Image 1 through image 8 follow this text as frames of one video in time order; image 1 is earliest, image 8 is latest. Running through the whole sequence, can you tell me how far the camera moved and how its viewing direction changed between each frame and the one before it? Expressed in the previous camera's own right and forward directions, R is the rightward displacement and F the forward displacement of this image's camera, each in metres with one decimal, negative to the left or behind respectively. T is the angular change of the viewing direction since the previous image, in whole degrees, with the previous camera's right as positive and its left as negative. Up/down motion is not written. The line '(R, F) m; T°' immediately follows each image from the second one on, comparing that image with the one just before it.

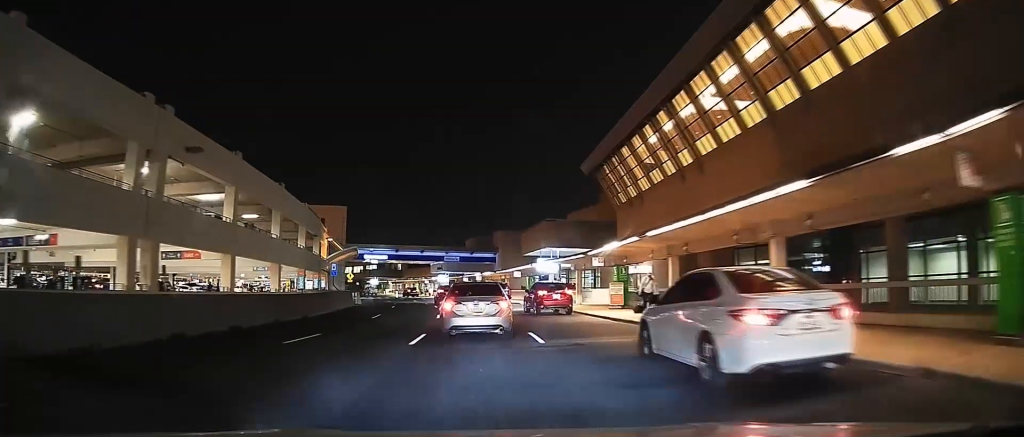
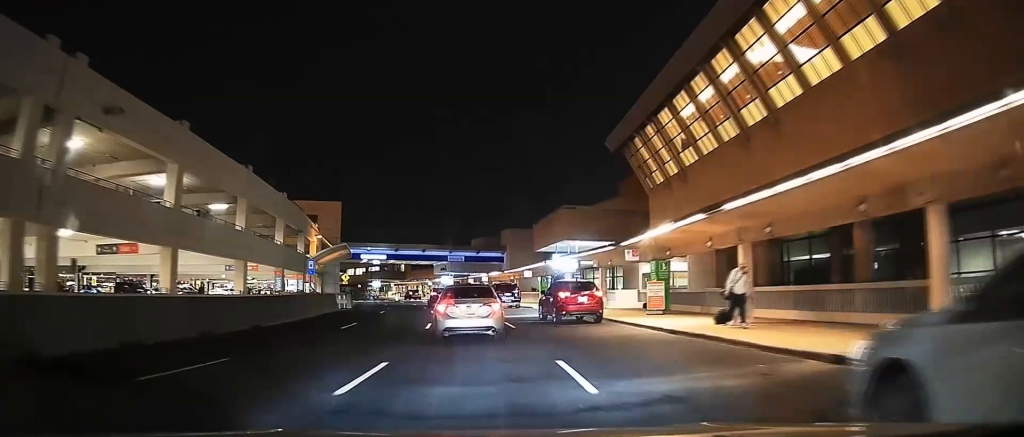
(-0.5, +6.1) m; +2°
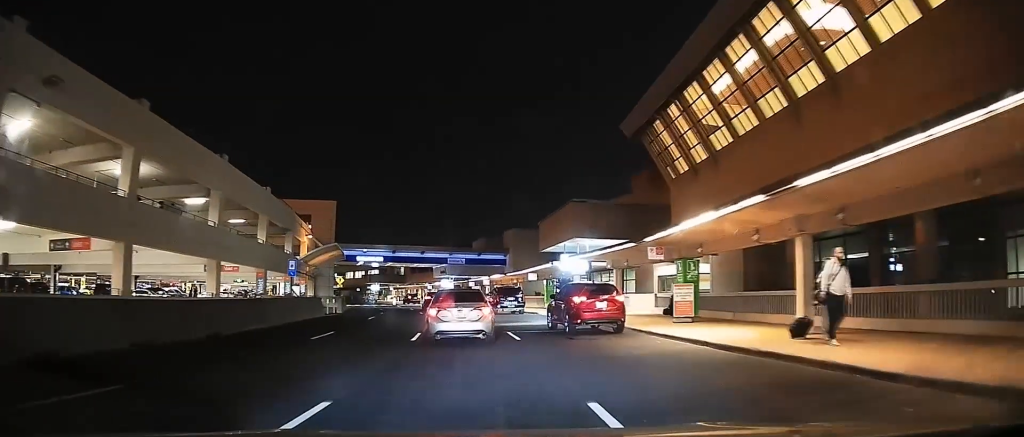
(+0.3, +3.5) m; +6°
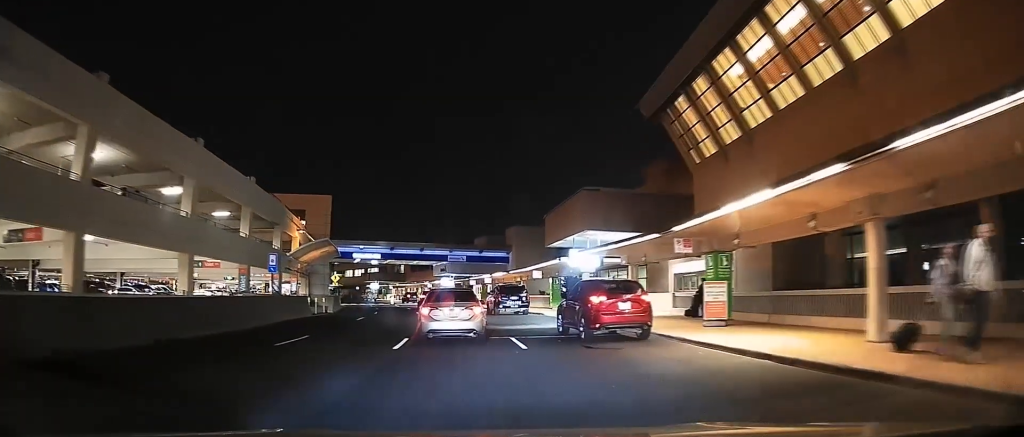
(+0.1, +2.9) m; 0°
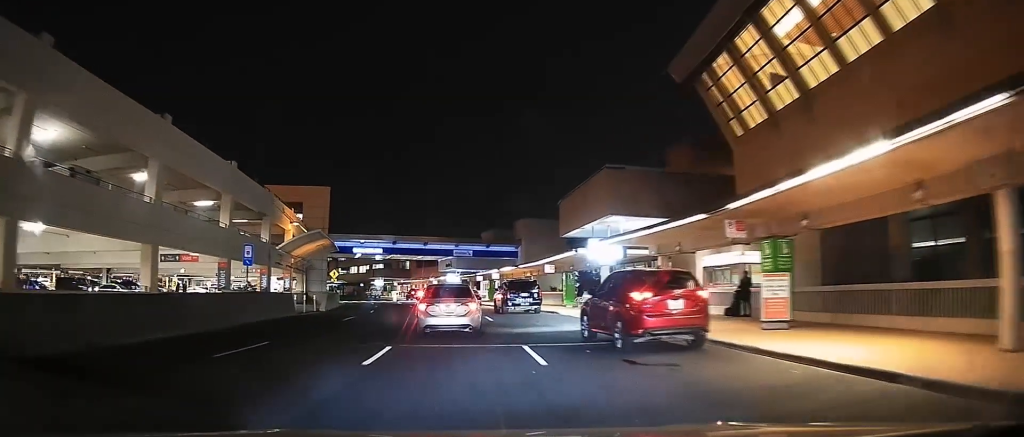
(0.0, +3.6) m; -2°
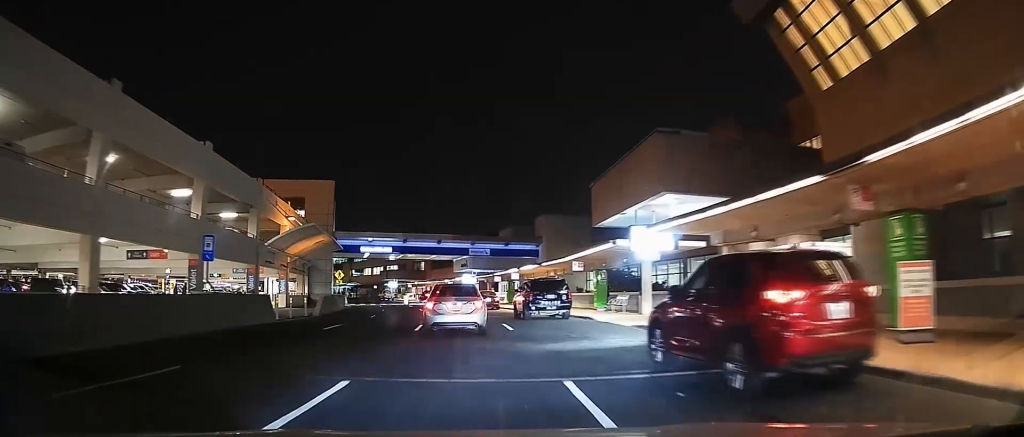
(-0.2, +4.9) m; -6°
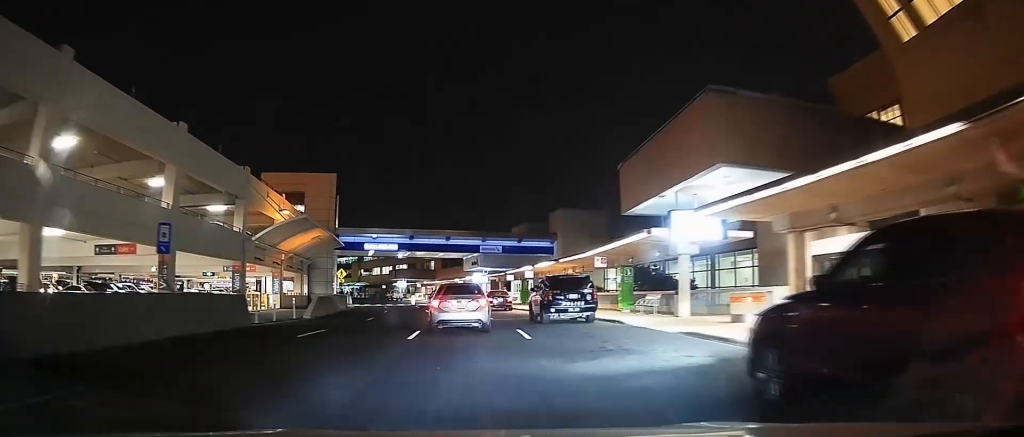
(-0.4, +3.4) m; +1°
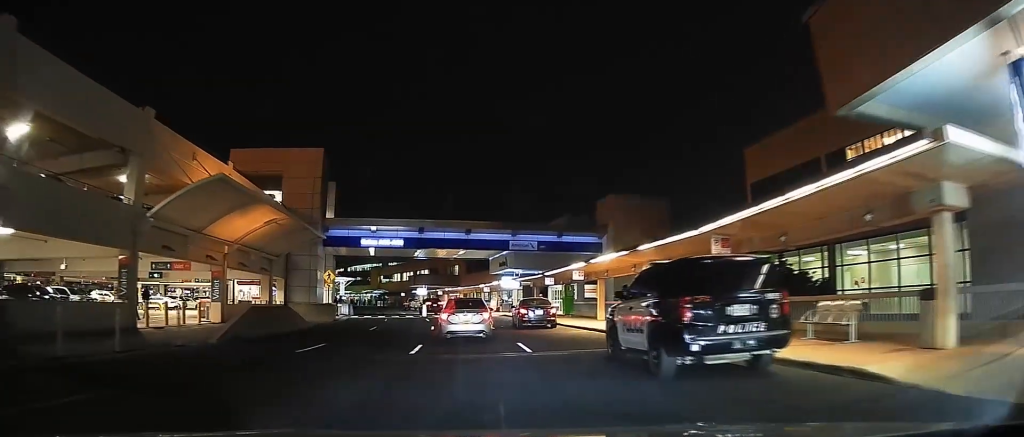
(+0.3, +12.6) m; -1°
